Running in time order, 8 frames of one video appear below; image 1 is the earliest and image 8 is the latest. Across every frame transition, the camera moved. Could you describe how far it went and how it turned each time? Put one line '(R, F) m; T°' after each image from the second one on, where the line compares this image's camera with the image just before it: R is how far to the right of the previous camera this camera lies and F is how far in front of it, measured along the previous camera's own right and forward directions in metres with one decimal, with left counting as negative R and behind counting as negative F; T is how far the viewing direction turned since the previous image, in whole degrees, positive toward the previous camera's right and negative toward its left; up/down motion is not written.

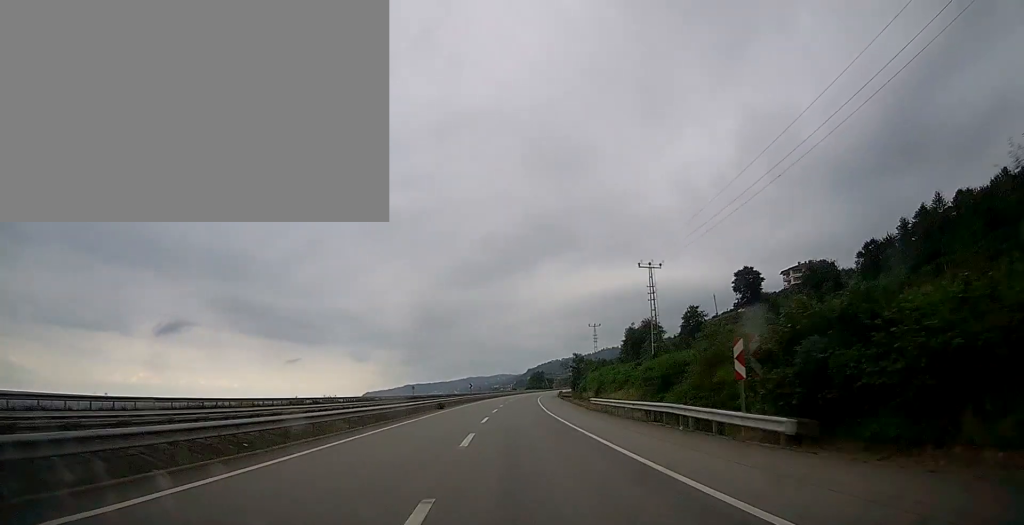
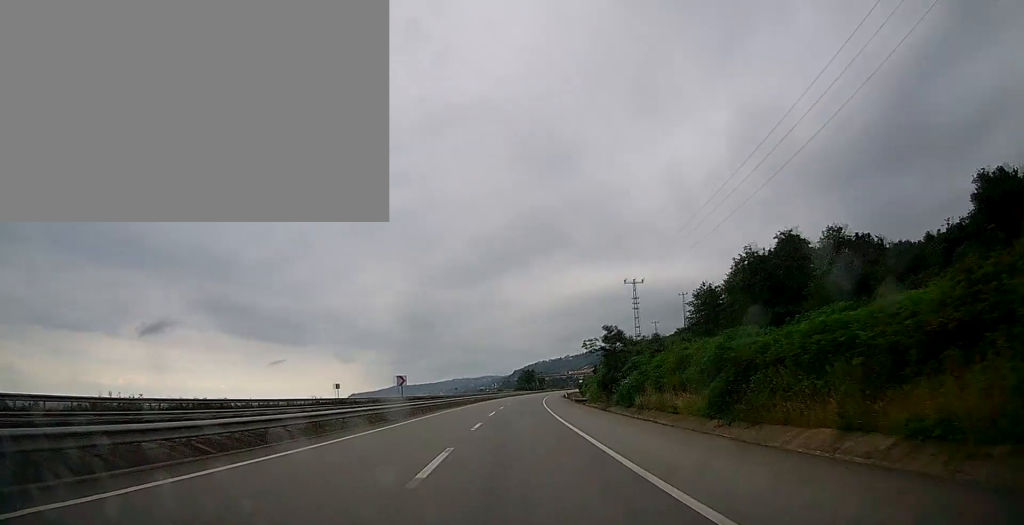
(0.0, +40.9) m; 0°
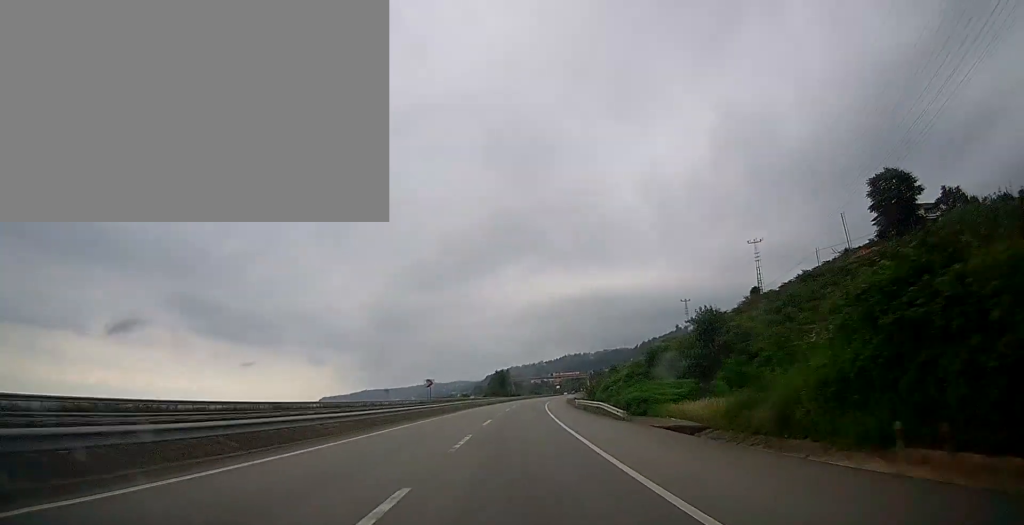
(+1.0, +53.2) m; +3°
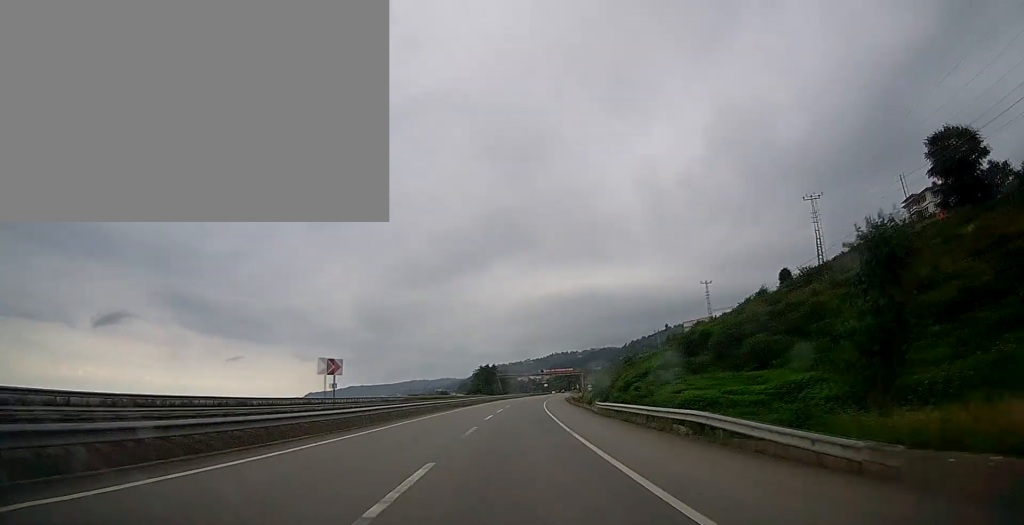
(+0.6, +20.4) m; +1°
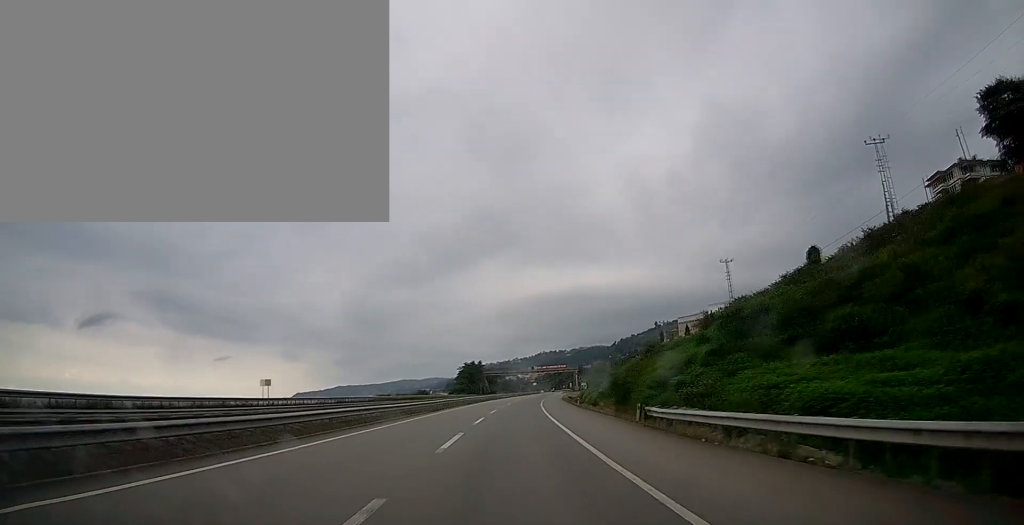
(0.0, +15.6) m; +1°
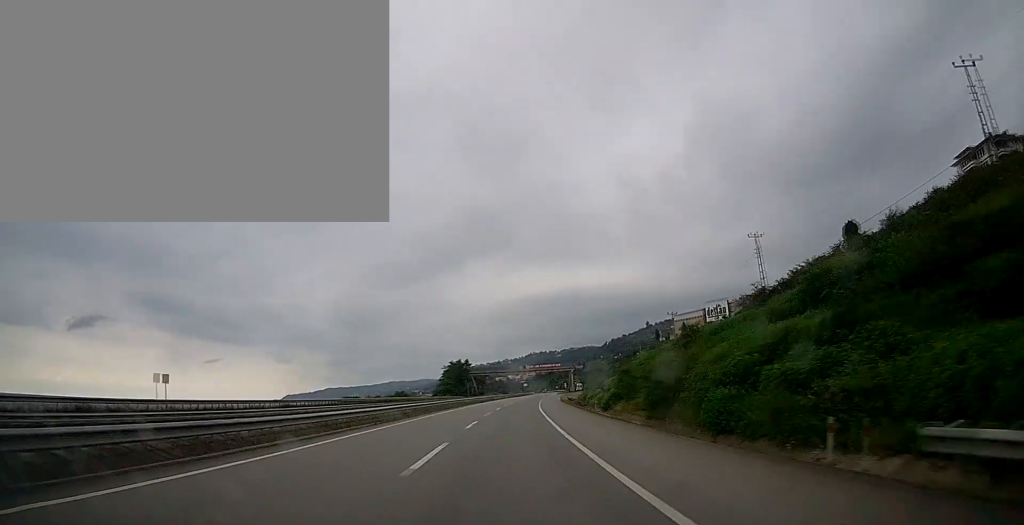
(-0.3, +14.7) m; +1°
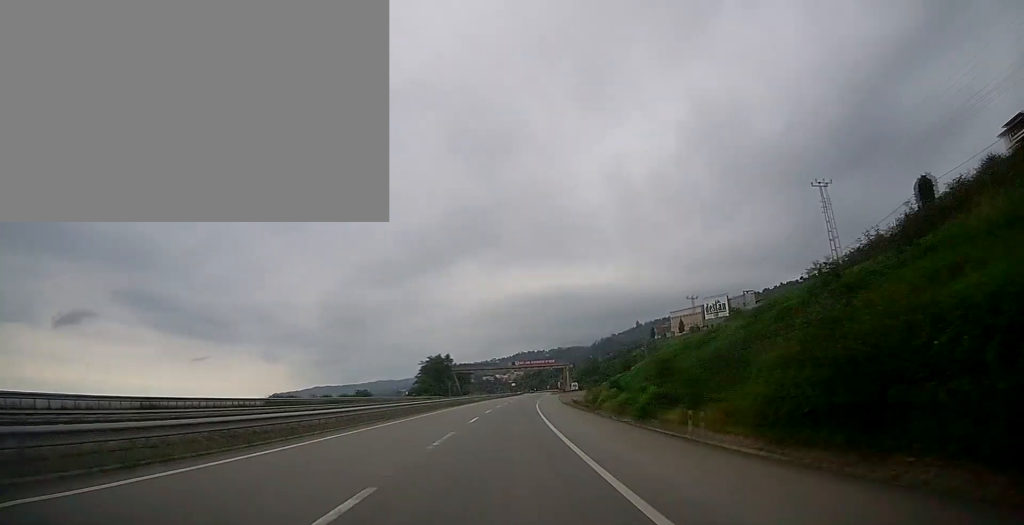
(+0.5, +19.8) m; +2°
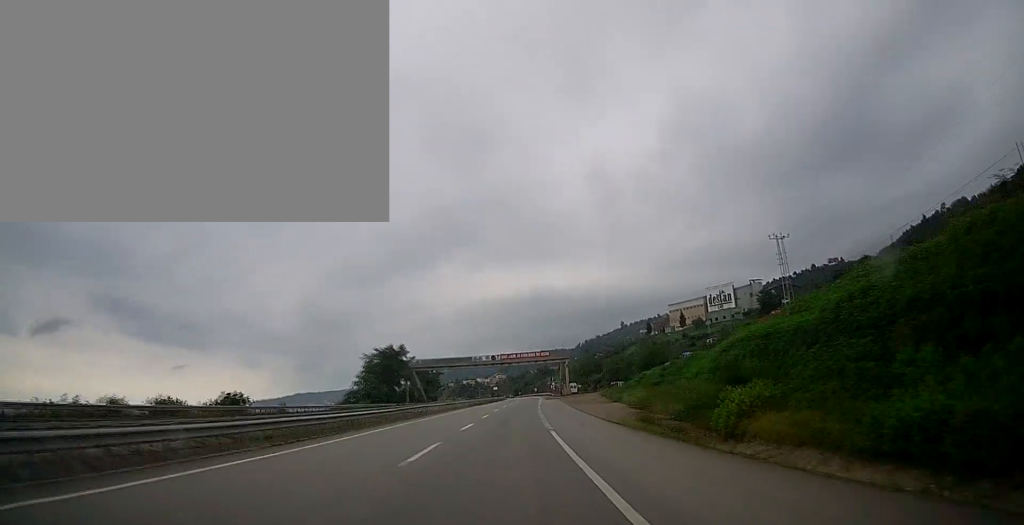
(+0.9, +38.0) m; +2°
